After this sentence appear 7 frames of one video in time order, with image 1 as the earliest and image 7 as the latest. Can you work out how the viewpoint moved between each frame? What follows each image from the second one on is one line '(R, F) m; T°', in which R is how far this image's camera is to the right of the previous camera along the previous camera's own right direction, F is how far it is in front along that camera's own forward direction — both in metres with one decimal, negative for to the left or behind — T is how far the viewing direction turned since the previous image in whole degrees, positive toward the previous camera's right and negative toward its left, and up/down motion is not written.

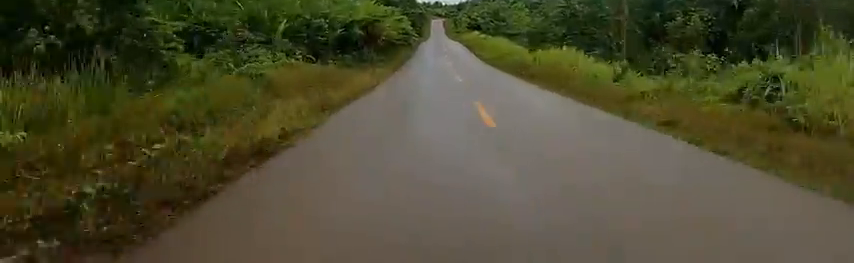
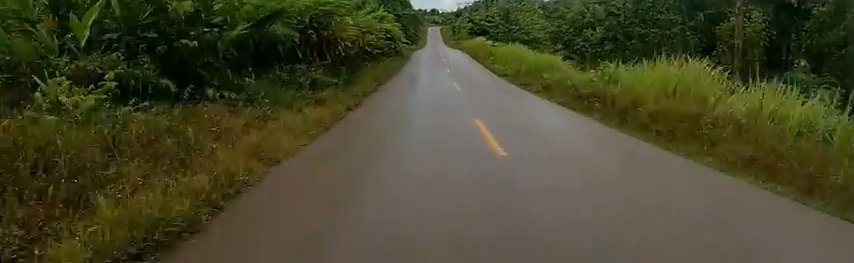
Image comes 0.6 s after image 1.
(0.0, +8.8) m; 0°
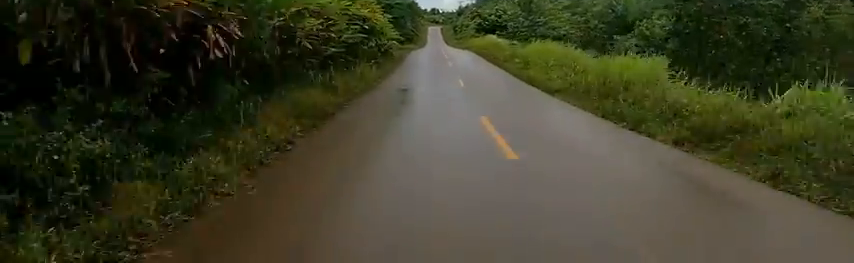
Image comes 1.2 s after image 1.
(0.0, +8.6) m; 0°
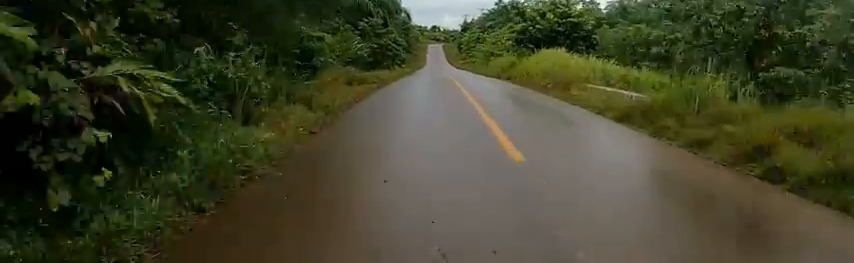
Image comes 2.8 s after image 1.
(0.0, +22.3) m; 0°
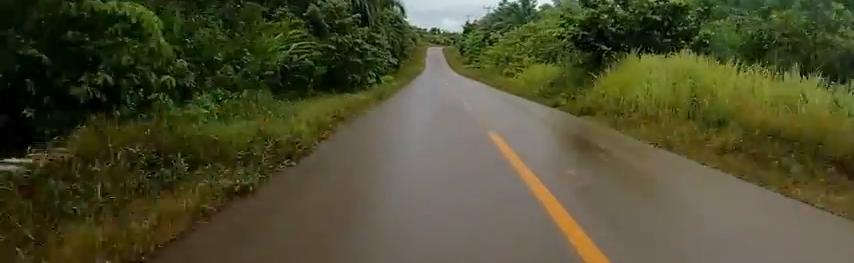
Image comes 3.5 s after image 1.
(0.0, +10.3) m; 0°
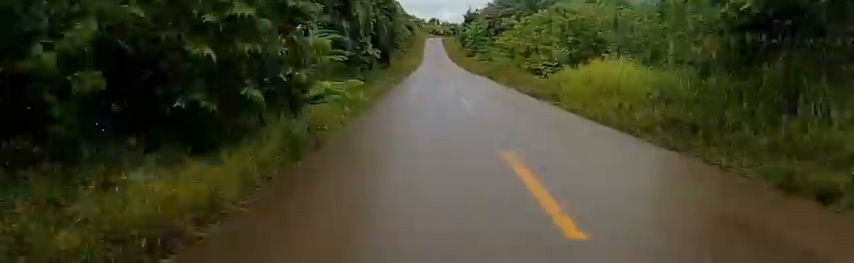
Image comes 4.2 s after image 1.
(0.0, +9.3) m; 0°
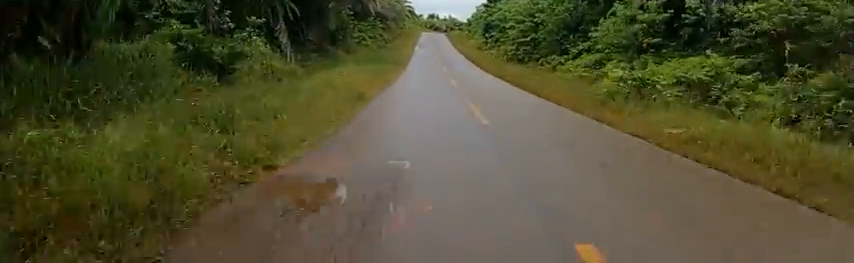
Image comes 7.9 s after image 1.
(+2.9, +52.0) m; +5°
